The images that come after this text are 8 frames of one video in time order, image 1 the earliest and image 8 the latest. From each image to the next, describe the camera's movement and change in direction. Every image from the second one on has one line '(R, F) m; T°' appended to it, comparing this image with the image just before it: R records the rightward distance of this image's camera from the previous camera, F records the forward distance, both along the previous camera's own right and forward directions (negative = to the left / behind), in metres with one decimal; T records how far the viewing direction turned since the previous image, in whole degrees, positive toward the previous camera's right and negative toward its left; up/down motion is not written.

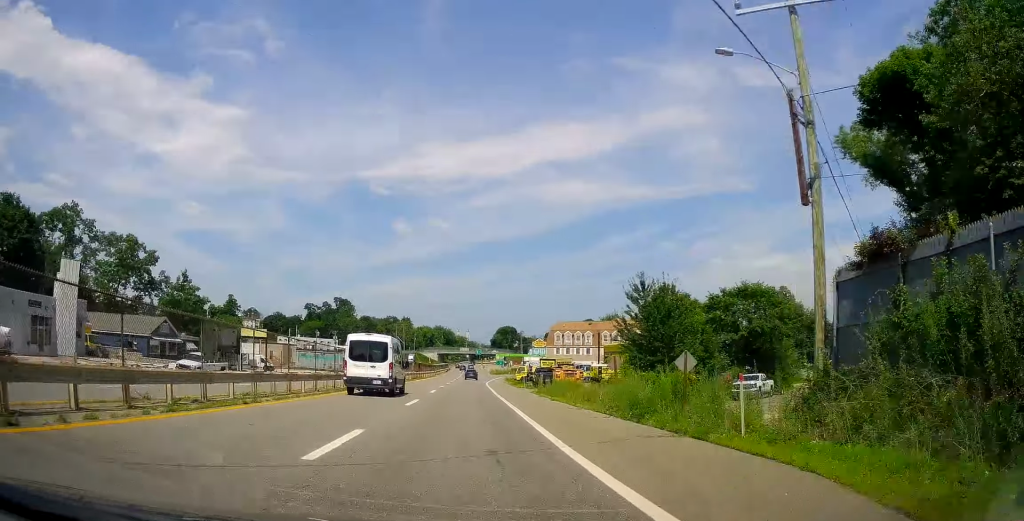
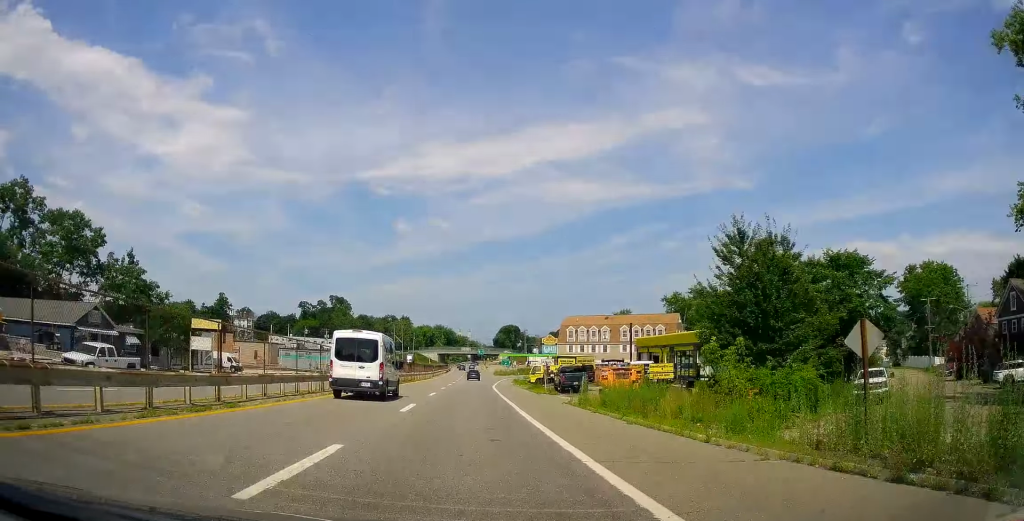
(-0.1, +14.3) m; 0°
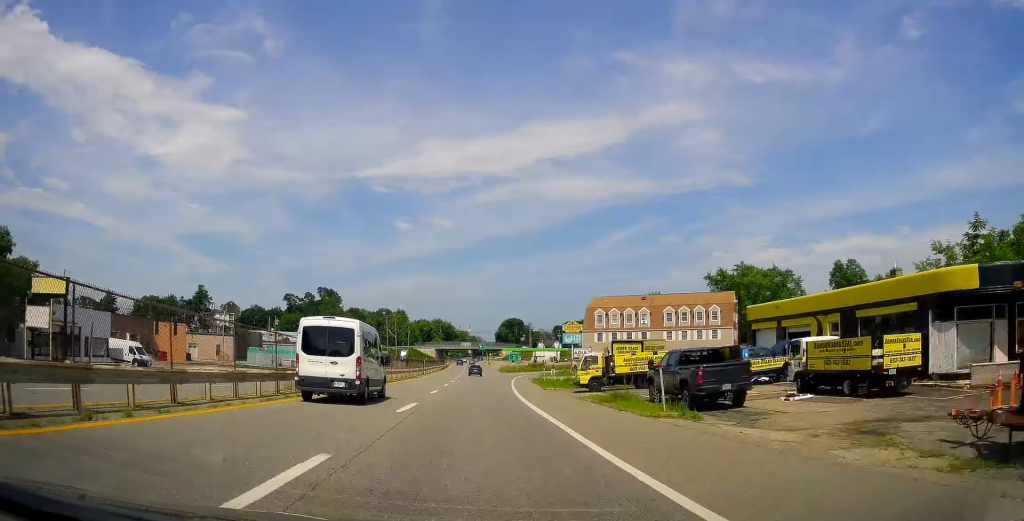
(+0.3, +25.3) m; +1°
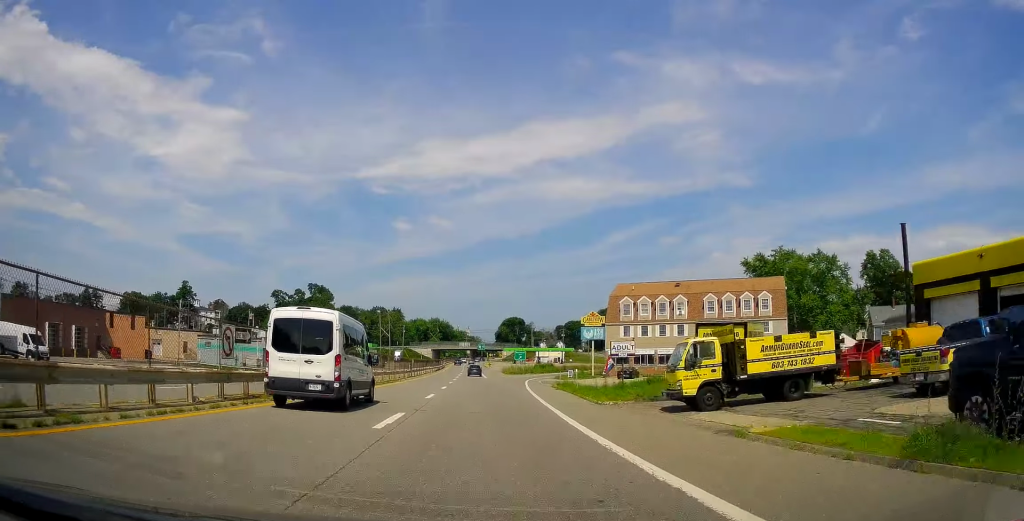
(+0.1, +16.1) m; 0°
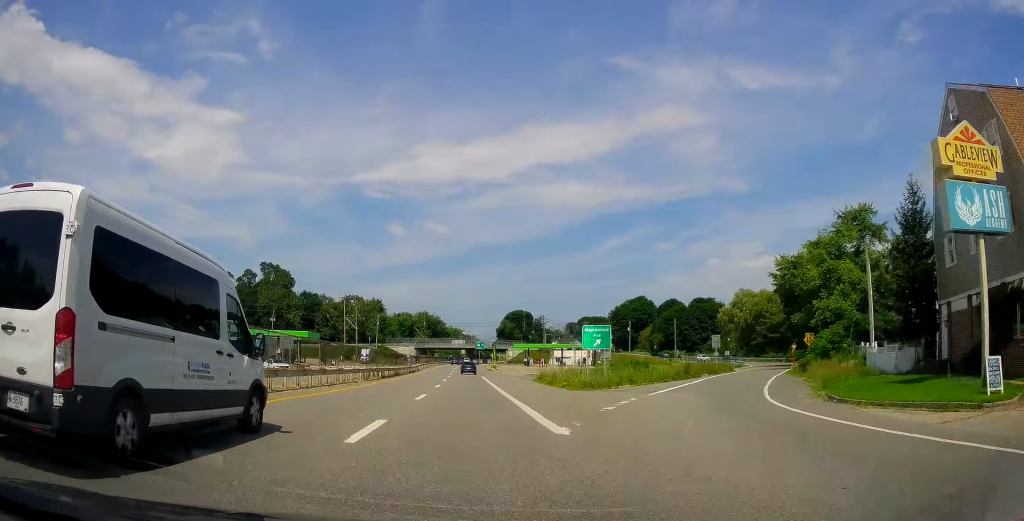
(-0.9, +63.4) m; 0°
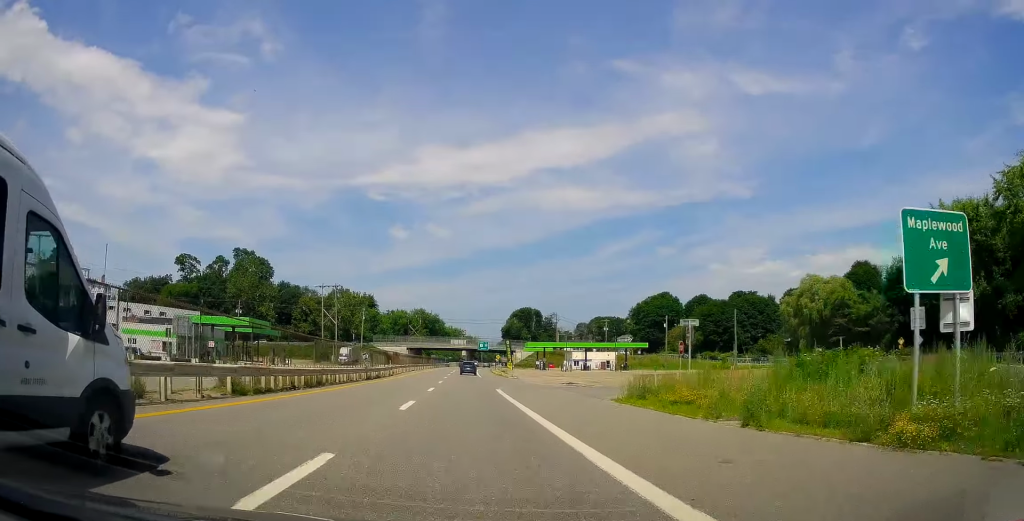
(0.0, +30.1) m; 0°
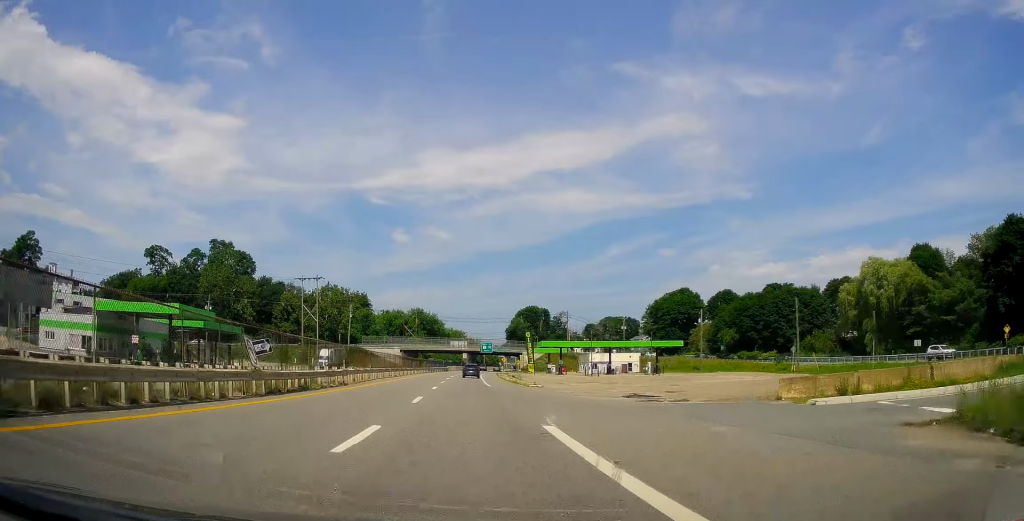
(+0.1, +20.4) m; 0°
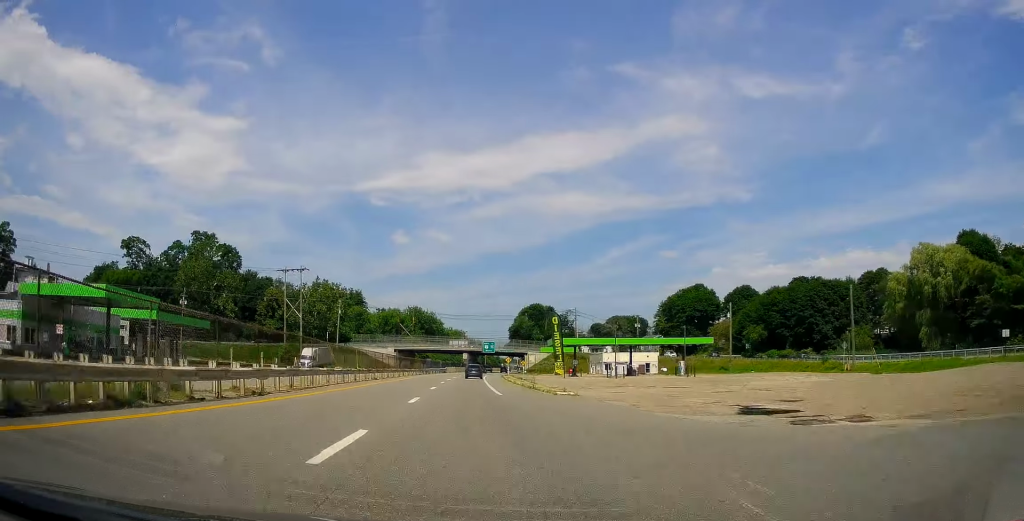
(-0.1, +13.4) m; 0°
